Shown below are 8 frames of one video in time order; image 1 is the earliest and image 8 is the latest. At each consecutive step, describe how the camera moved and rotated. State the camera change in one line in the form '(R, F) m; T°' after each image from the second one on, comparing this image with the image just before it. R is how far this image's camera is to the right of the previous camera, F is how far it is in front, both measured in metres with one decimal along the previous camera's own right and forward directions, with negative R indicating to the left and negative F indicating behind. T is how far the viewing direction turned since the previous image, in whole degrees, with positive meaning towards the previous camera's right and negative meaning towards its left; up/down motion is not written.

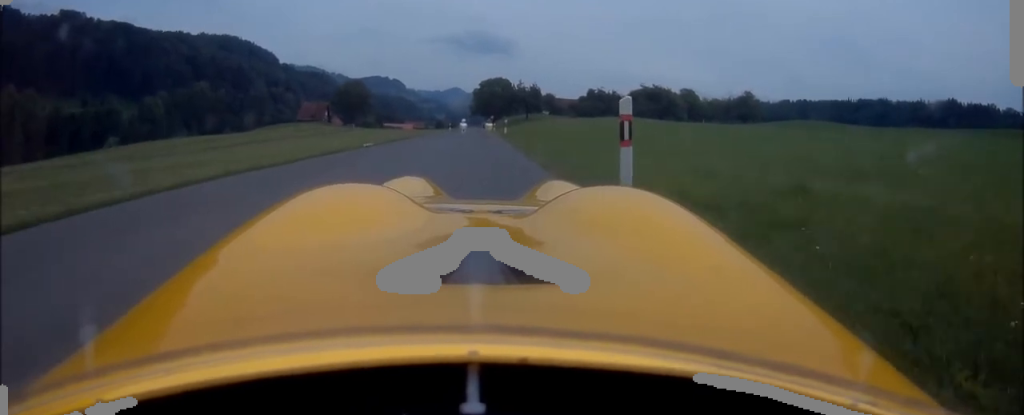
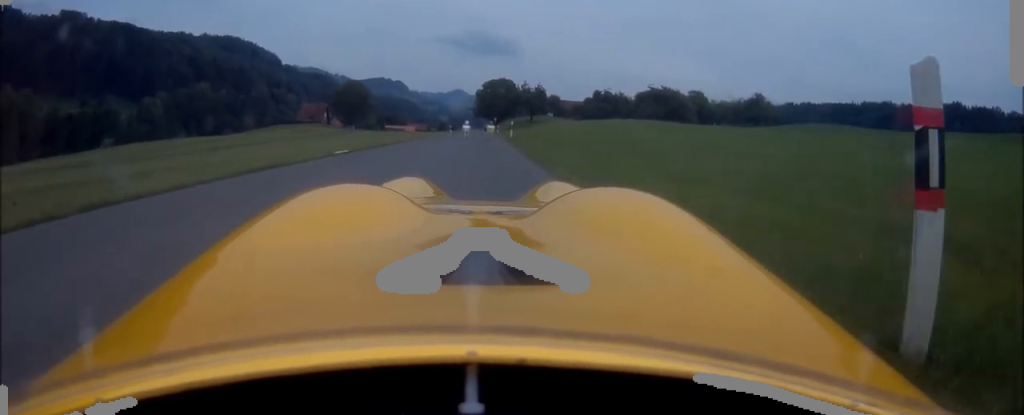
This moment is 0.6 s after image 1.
(0.0, +4.4) m; -1°
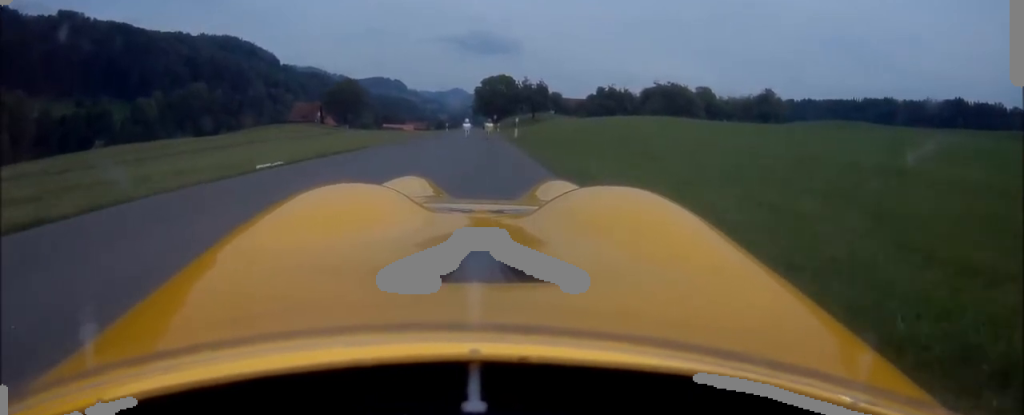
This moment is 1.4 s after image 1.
(+0.1, +5.9) m; -2°
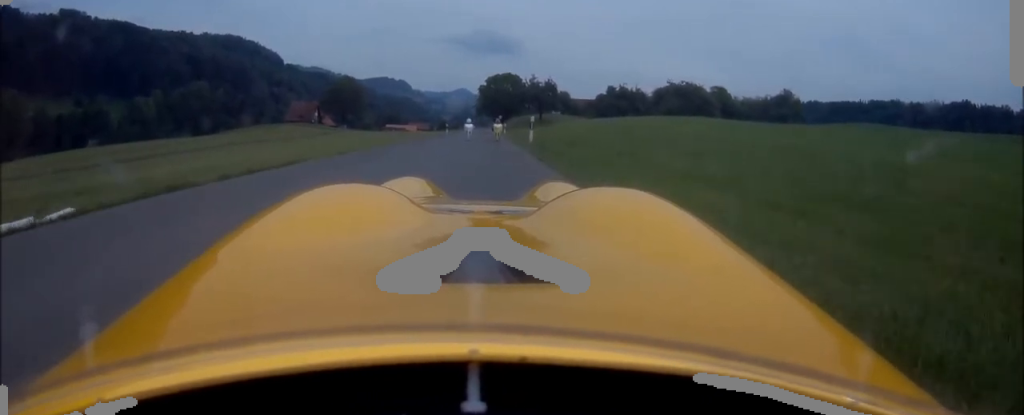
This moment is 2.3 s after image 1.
(-0.4, +6.9) m; -1°
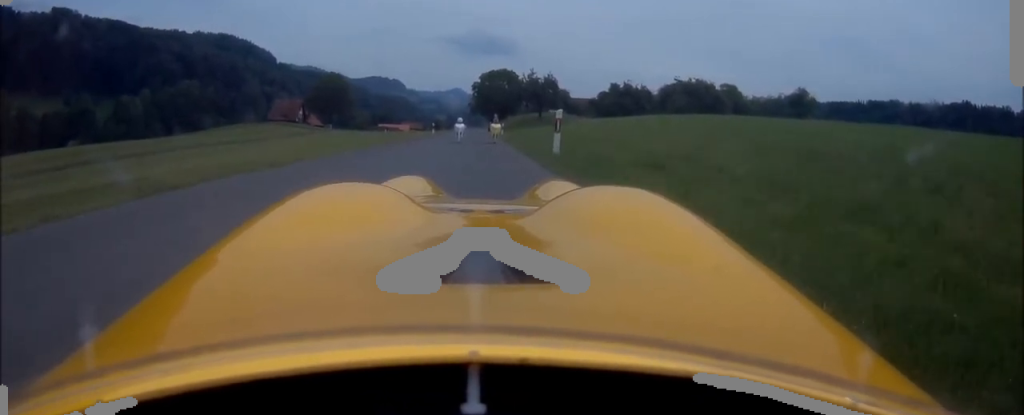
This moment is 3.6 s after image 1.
(+0.2, +9.0) m; 0°
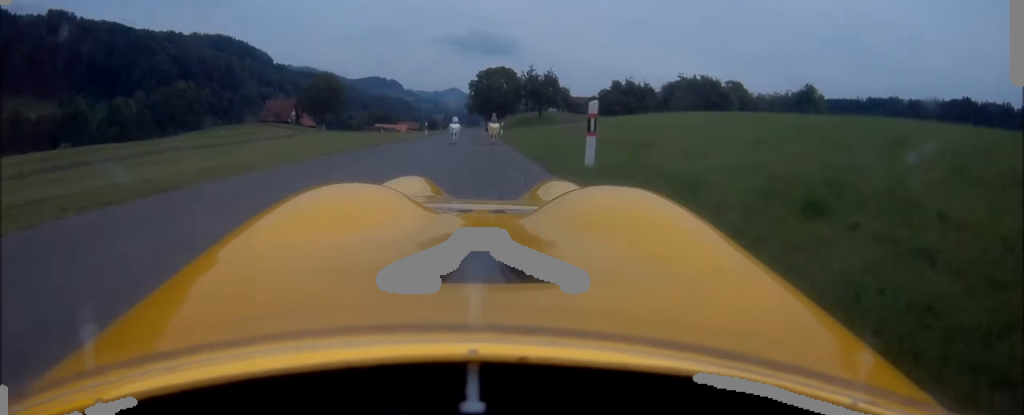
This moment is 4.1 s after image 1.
(-0.2, +4.1) m; 0°
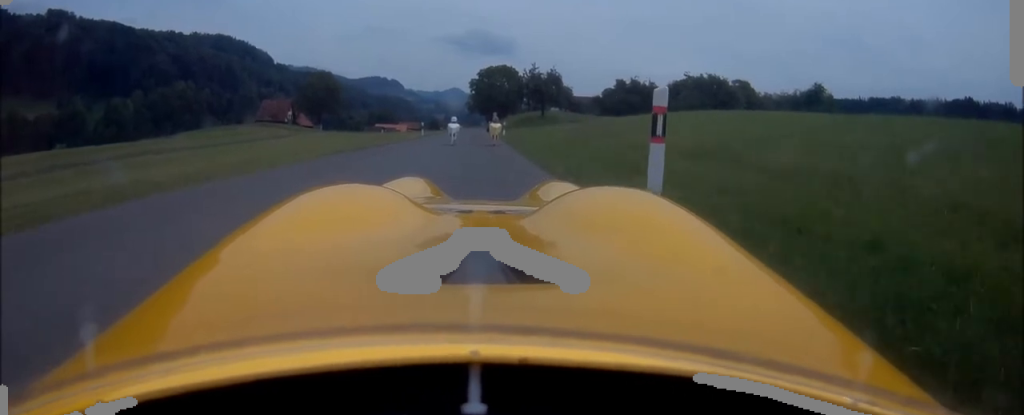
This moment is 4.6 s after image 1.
(0.0, +3.1) m; +1°
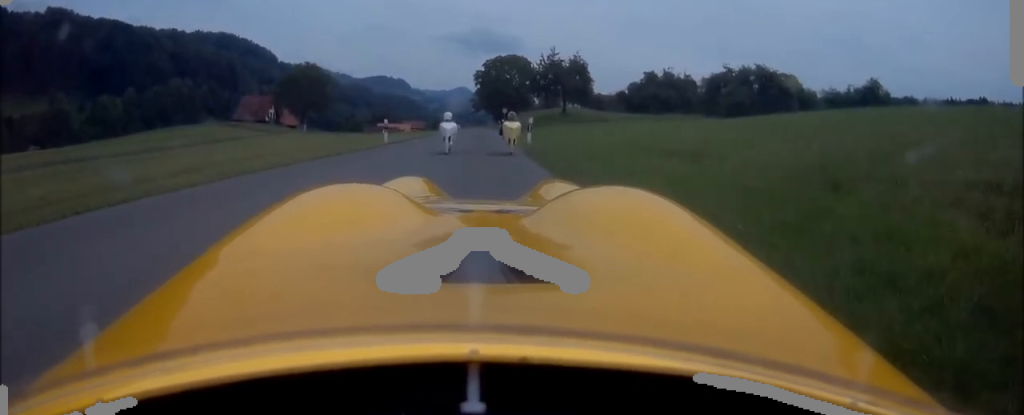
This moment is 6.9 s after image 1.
(+0.2, +16.9) m; -3°
